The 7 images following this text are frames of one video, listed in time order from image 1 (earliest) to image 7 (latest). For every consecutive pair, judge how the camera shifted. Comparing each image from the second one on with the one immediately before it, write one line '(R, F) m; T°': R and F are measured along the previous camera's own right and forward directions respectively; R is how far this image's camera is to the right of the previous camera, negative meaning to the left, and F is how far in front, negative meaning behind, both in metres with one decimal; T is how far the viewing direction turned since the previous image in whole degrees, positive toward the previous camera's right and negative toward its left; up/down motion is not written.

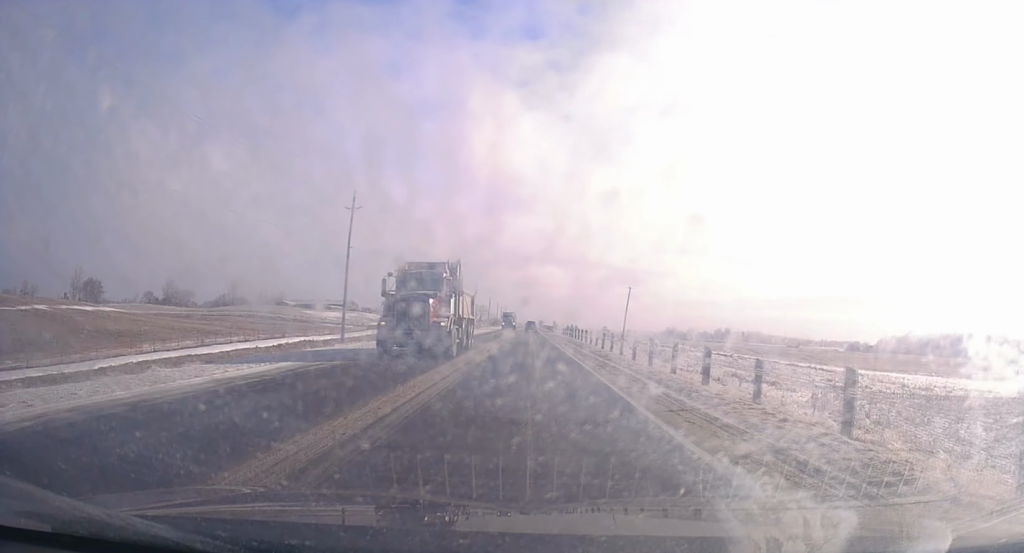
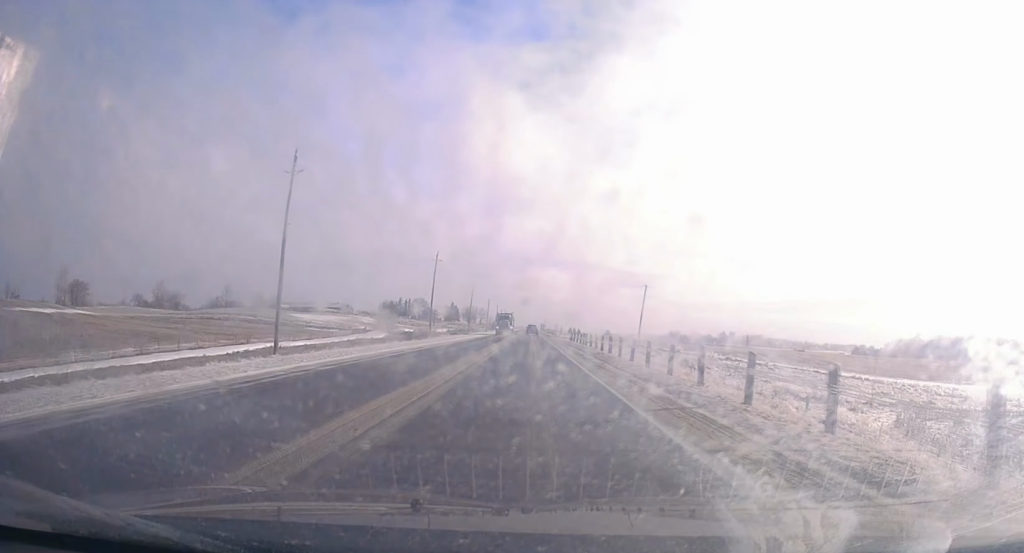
(-0.3, +13.9) m; -1°
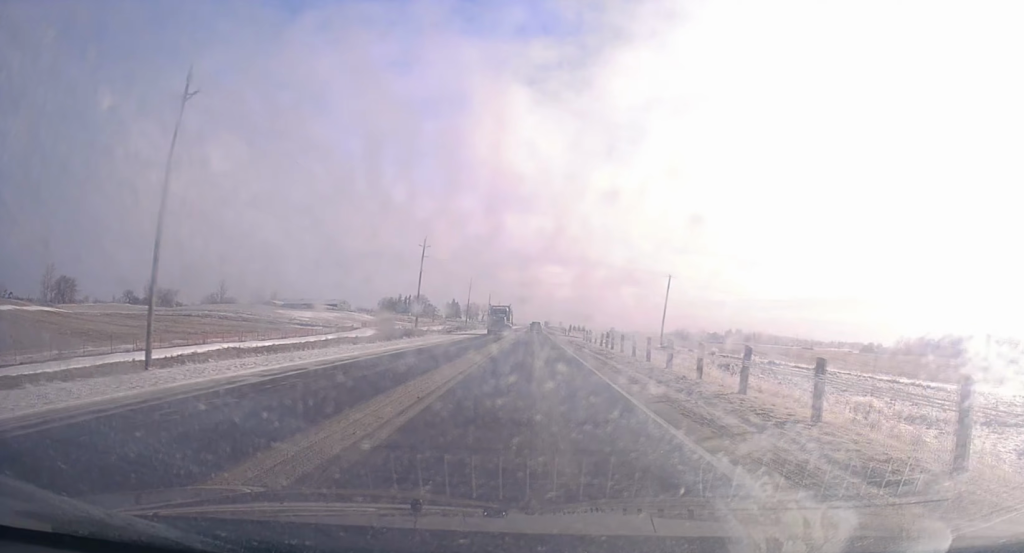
(0.0, +14.1) m; +1°
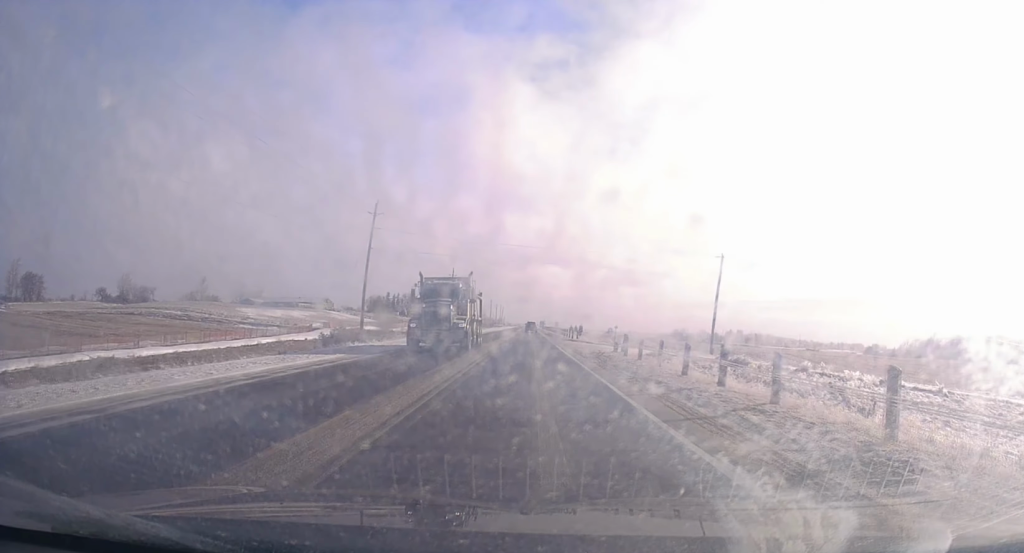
(+0.5, +23.8) m; -1°
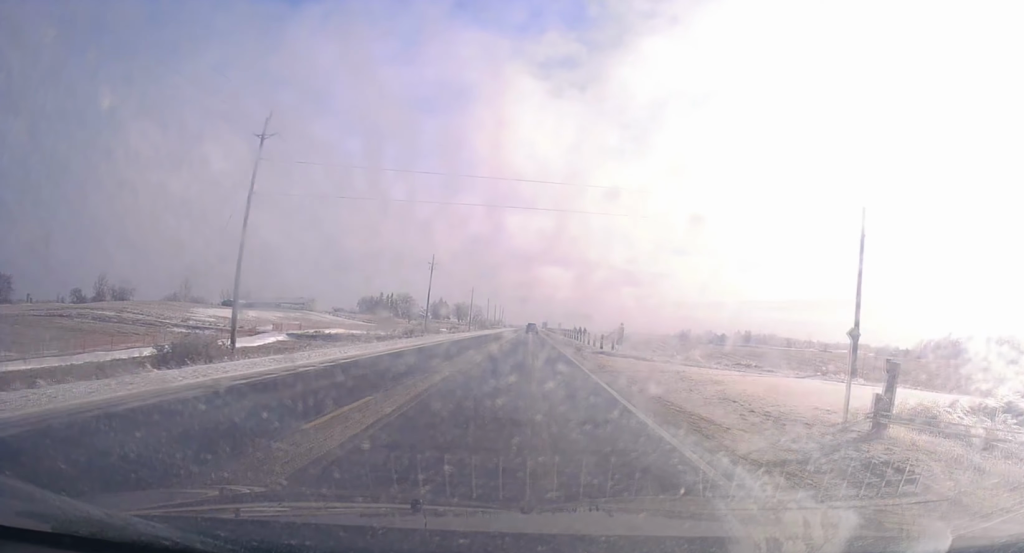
(-1.0, +26.1) m; -1°
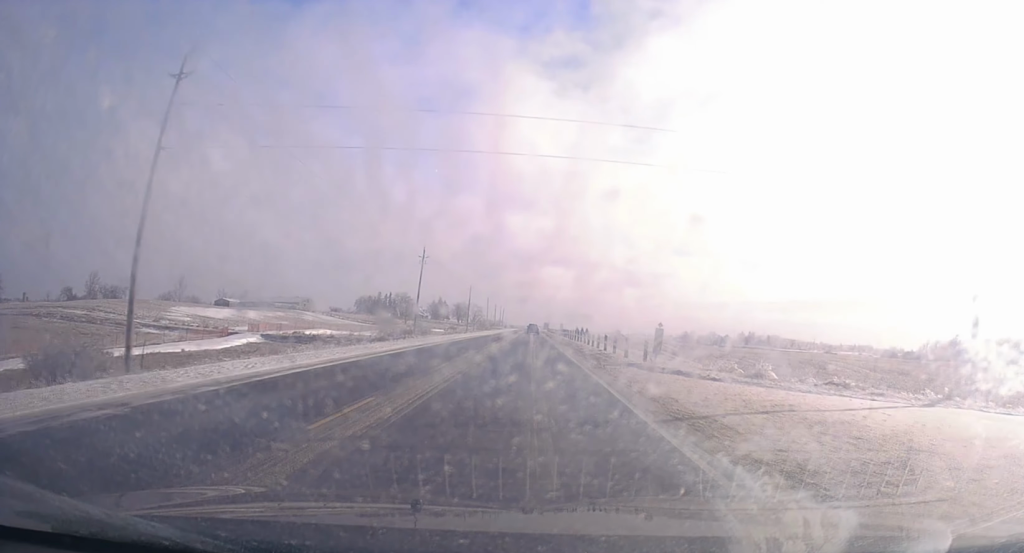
(+0.4, +9.6) m; +1°
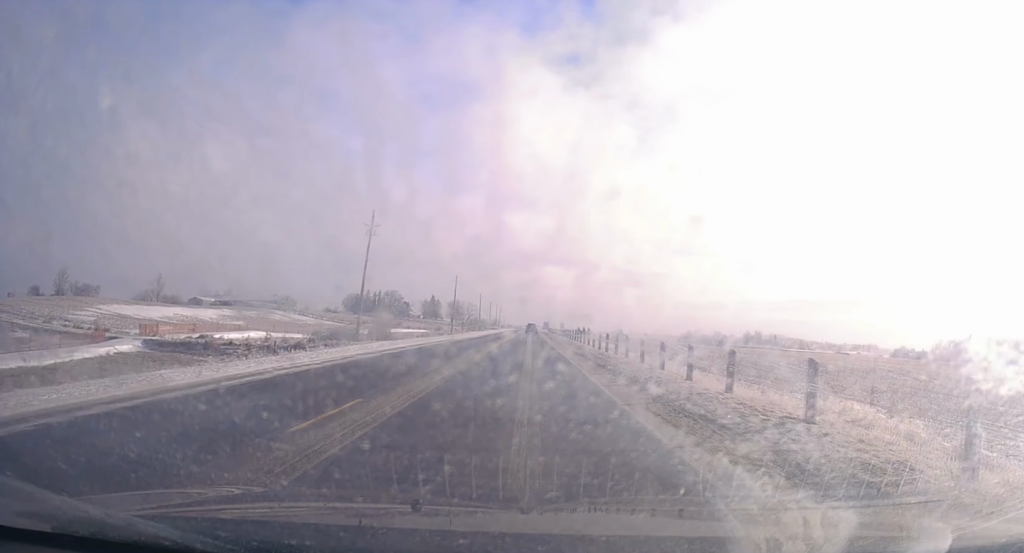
(+0.9, +26.4) m; +1°
